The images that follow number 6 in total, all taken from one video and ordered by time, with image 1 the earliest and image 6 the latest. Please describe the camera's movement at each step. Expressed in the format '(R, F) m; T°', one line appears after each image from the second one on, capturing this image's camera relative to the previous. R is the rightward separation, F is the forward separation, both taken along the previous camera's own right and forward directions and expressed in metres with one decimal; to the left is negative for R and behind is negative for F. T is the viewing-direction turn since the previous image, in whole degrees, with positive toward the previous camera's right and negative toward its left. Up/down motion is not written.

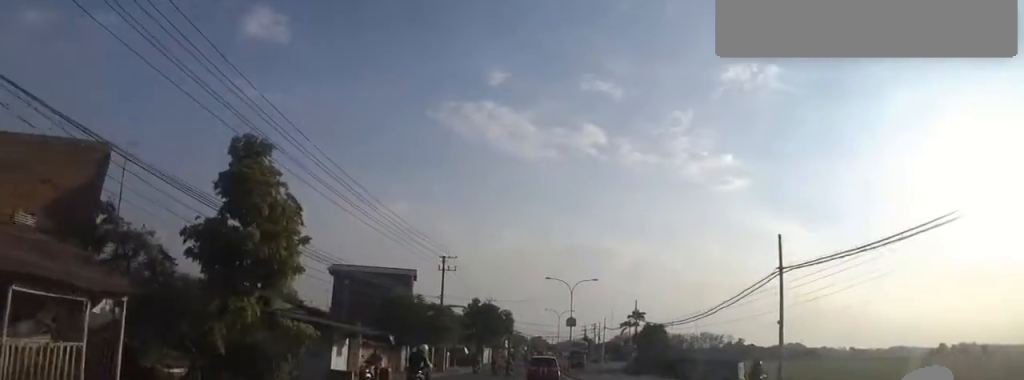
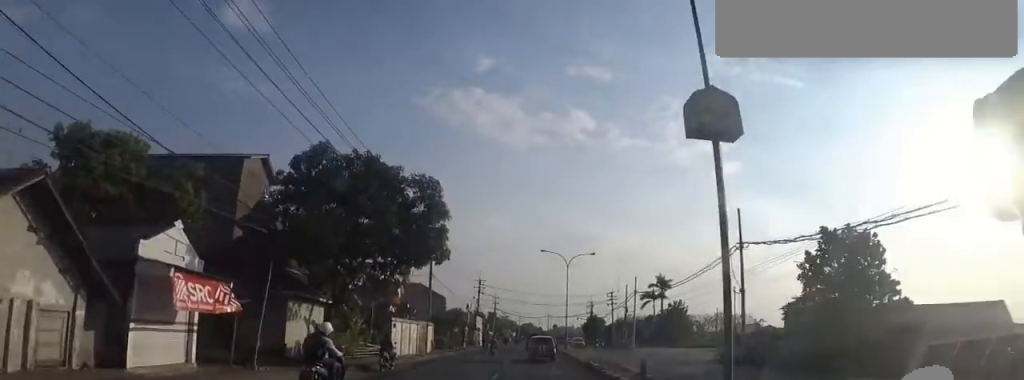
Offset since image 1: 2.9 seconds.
(+2.9, +43.5) m; +3°
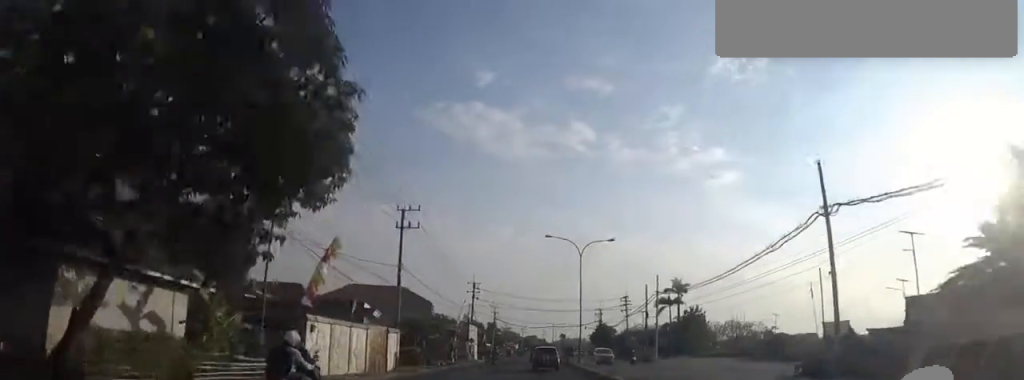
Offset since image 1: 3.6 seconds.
(-0.7, +11.3) m; -2°
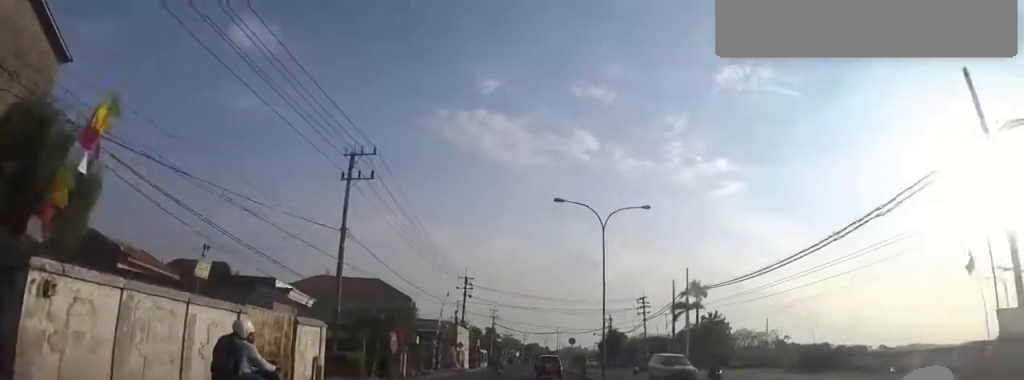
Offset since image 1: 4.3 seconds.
(+0.2, +11.0) m; +1°
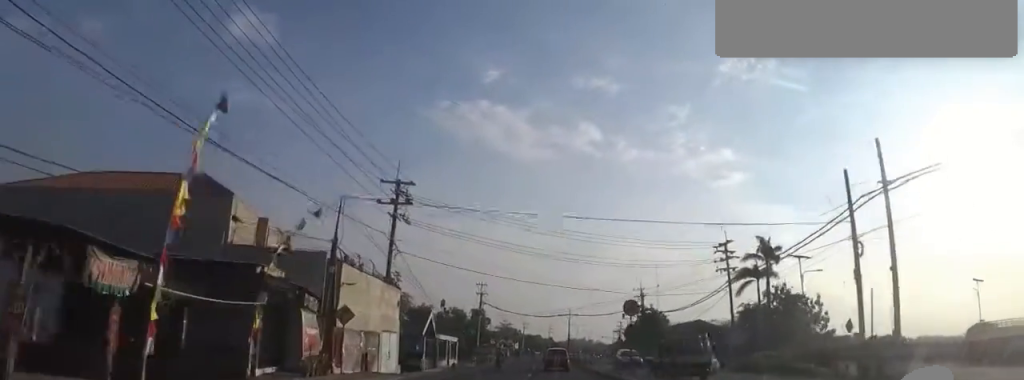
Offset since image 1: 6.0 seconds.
(+0.1, +30.1) m; 0°
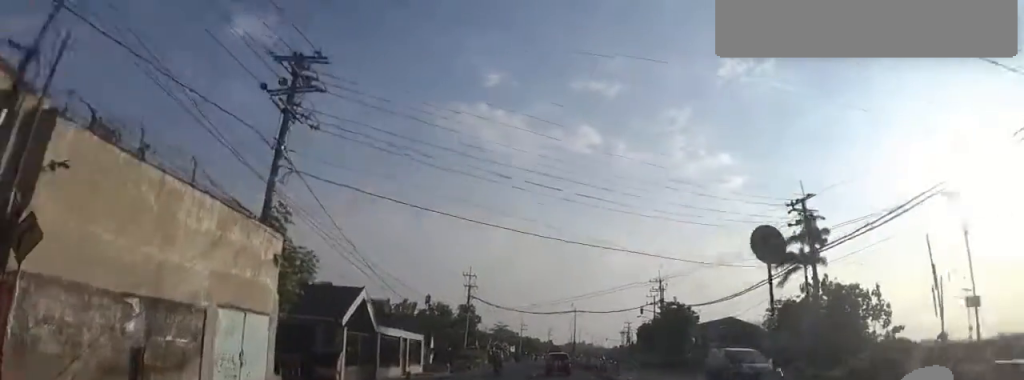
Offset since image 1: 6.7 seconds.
(-0.4, +13.5) m; +1°
